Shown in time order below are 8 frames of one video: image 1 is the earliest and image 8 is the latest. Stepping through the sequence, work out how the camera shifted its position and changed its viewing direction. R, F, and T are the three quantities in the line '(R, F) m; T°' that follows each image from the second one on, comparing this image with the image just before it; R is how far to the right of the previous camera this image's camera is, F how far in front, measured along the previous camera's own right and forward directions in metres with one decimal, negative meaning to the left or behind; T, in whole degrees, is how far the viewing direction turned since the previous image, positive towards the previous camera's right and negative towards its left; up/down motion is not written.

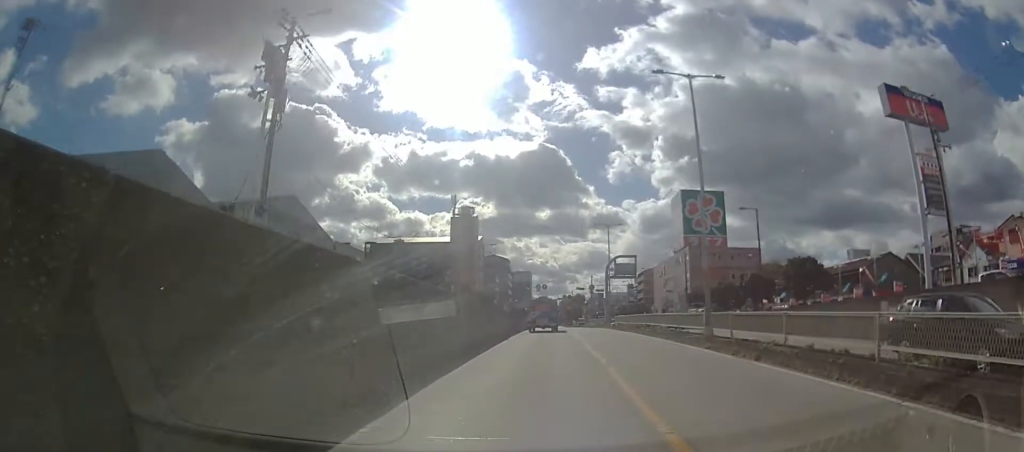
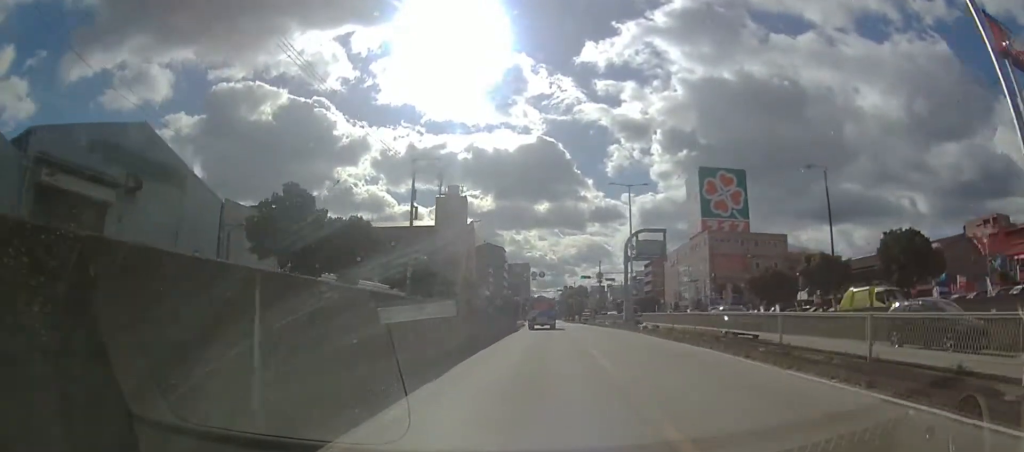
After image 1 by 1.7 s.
(+0.1, +14.2) m; 0°
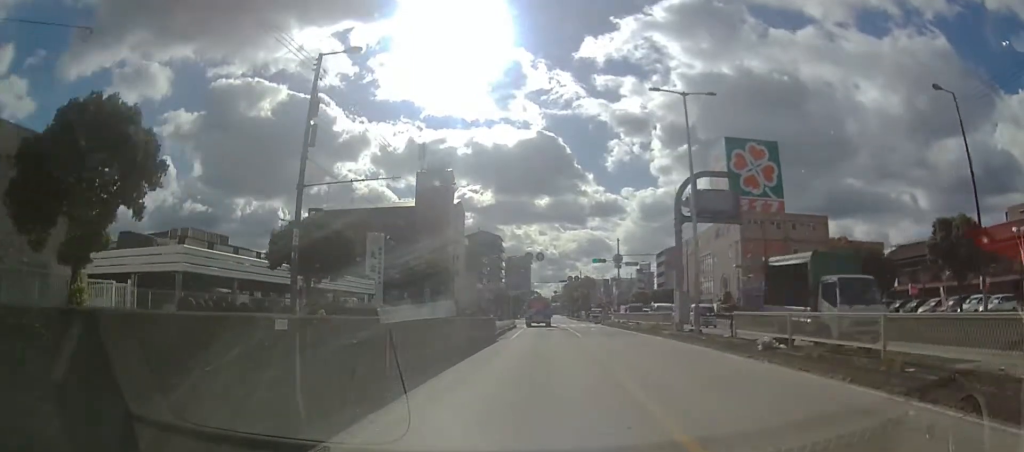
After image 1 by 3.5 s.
(0.0, +16.3) m; 0°
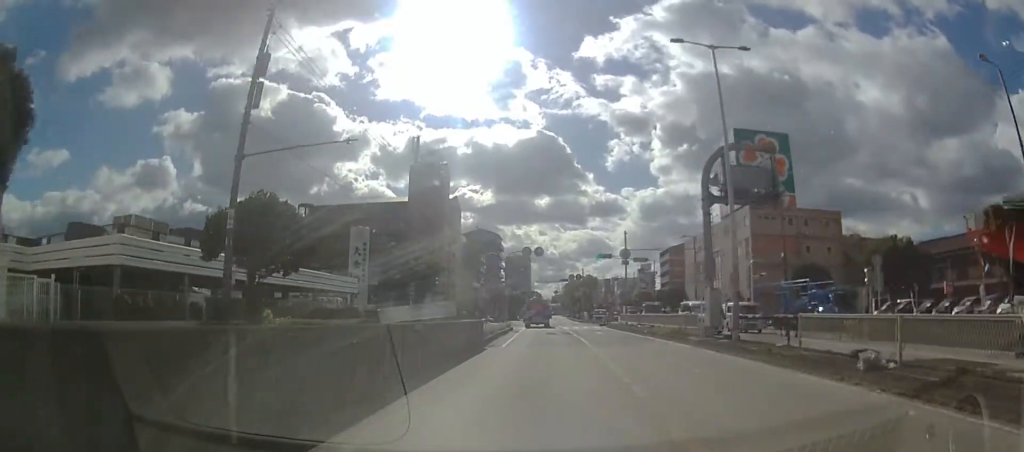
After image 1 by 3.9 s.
(0.0, +4.3) m; 0°
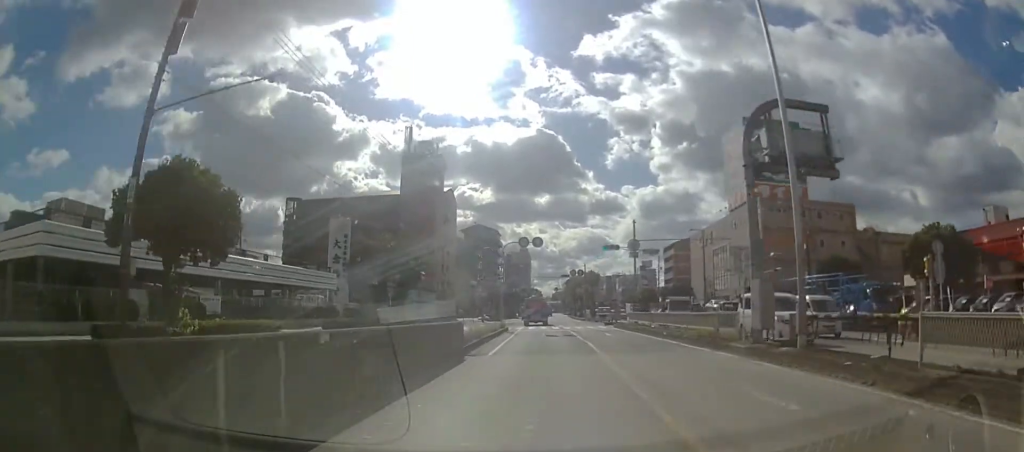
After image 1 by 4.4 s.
(0.0, +4.5) m; -1°
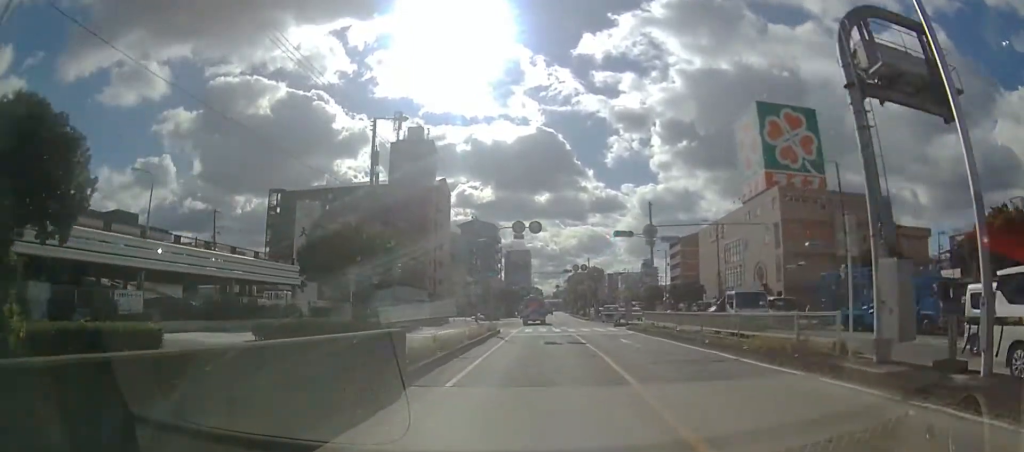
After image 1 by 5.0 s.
(0.0, +5.8) m; 0°
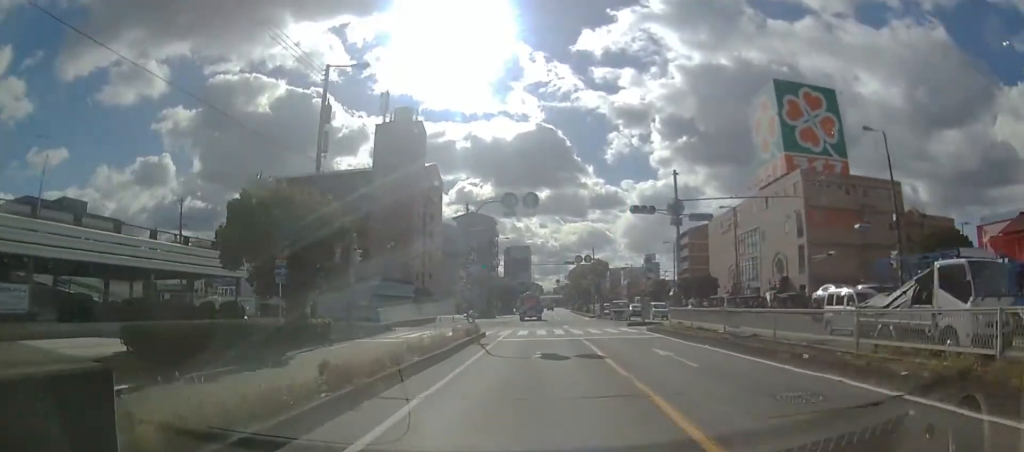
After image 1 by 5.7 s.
(0.0, +6.5) m; 0°
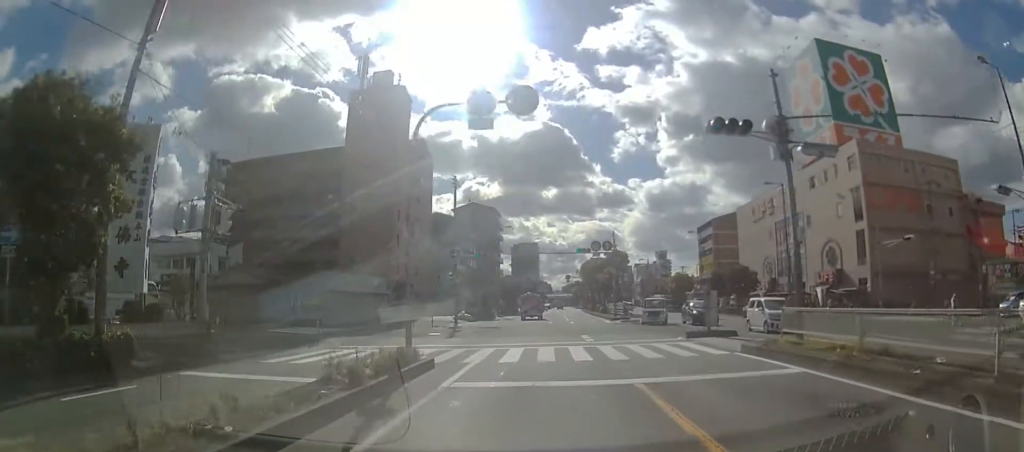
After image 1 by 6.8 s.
(0.0, +10.5) m; 0°
